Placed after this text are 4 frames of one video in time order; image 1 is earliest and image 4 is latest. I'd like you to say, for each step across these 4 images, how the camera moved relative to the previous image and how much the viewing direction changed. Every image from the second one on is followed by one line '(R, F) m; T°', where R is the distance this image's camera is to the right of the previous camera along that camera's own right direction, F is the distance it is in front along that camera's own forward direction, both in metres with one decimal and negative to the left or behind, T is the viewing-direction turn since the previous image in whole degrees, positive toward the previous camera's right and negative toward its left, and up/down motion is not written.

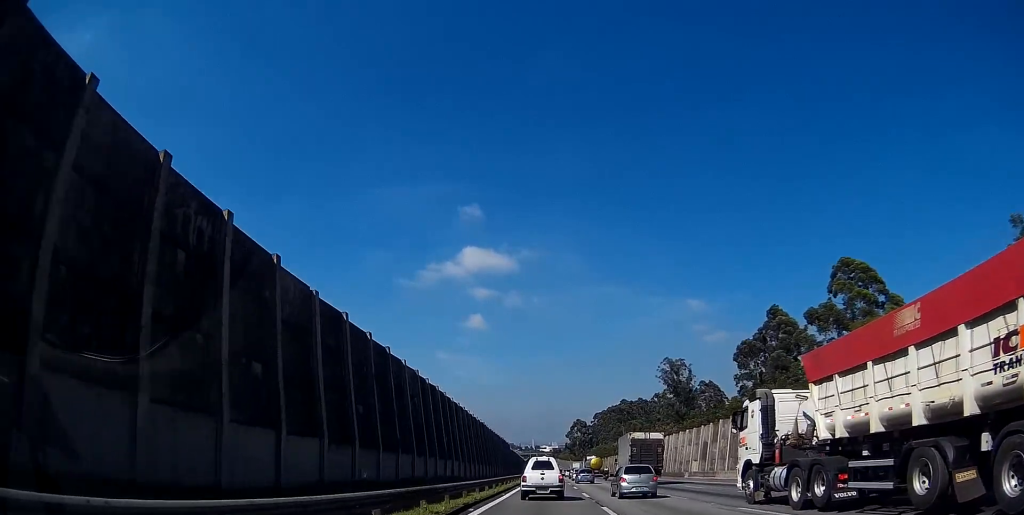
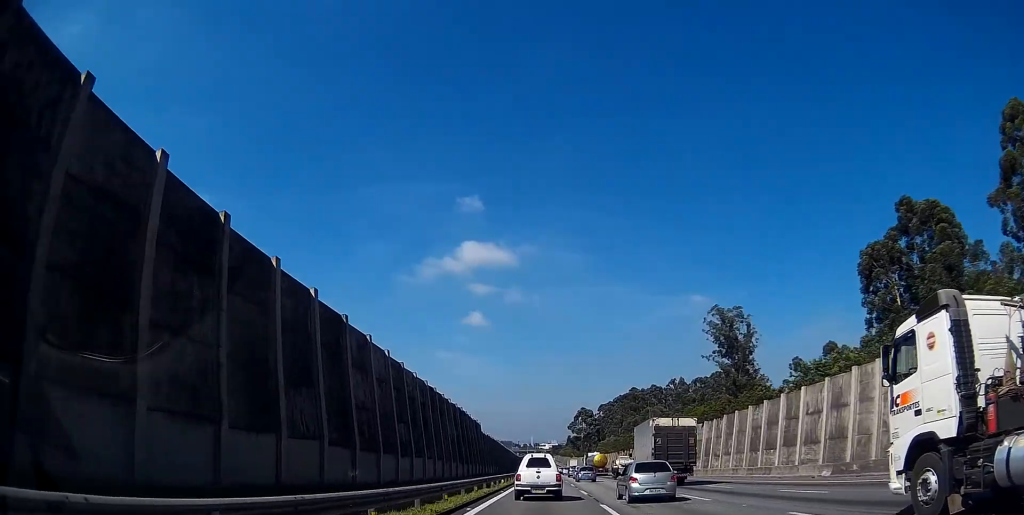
(+0.9, +60.2) m; +1°
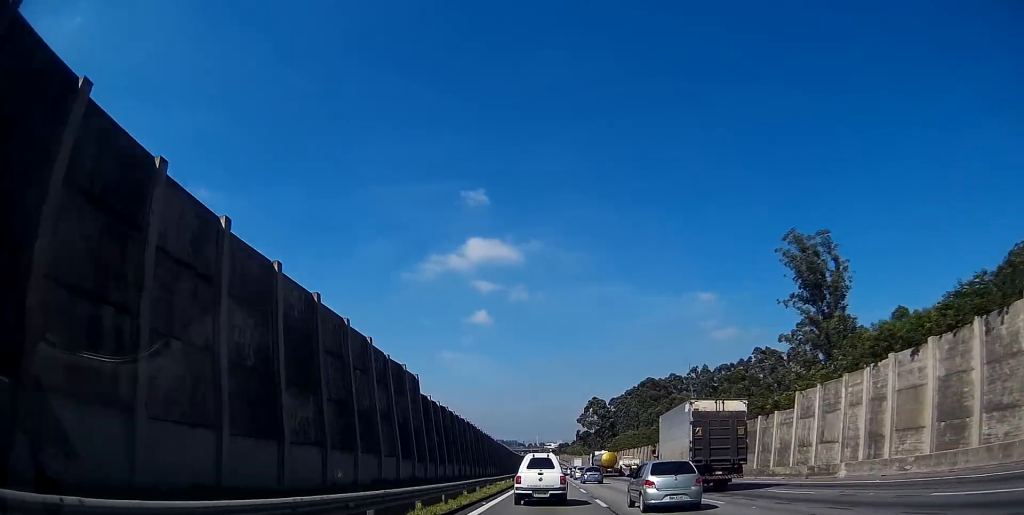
(+0.1, +43.8) m; 0°
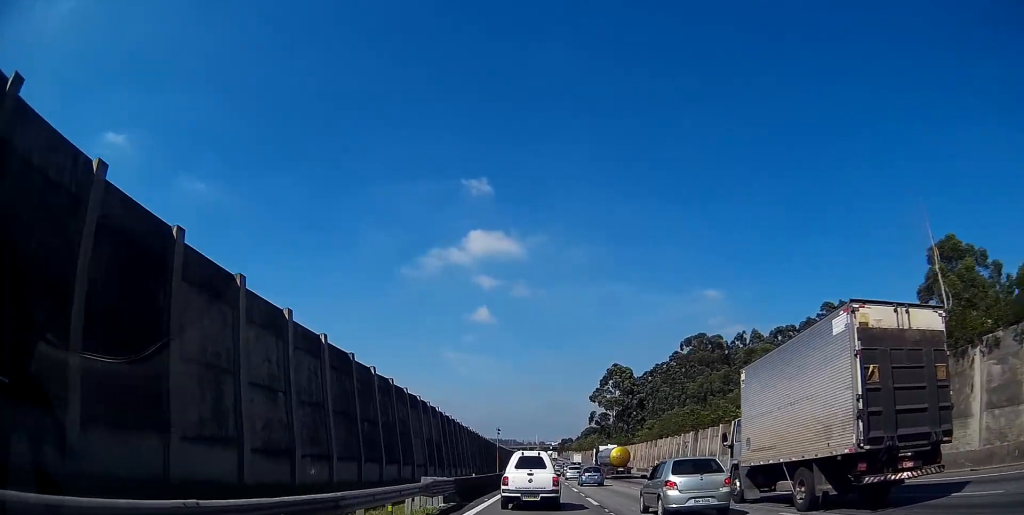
(-0.8, +83.6) m; -1°
